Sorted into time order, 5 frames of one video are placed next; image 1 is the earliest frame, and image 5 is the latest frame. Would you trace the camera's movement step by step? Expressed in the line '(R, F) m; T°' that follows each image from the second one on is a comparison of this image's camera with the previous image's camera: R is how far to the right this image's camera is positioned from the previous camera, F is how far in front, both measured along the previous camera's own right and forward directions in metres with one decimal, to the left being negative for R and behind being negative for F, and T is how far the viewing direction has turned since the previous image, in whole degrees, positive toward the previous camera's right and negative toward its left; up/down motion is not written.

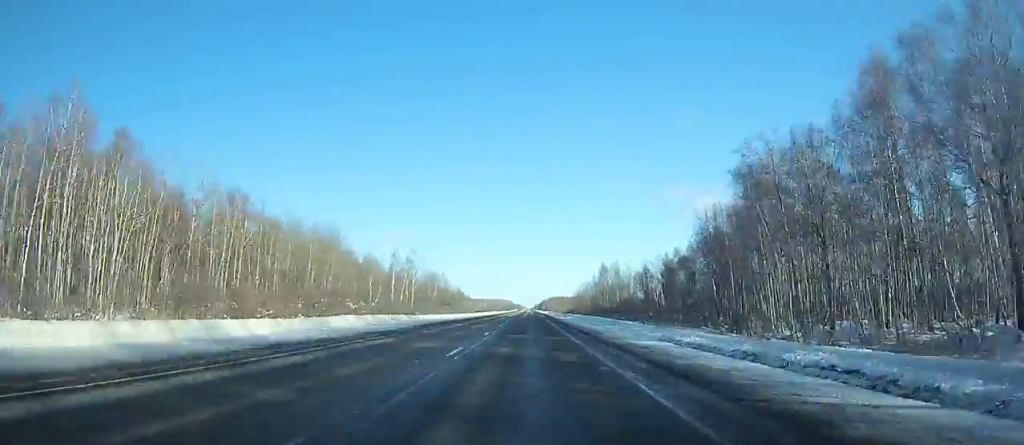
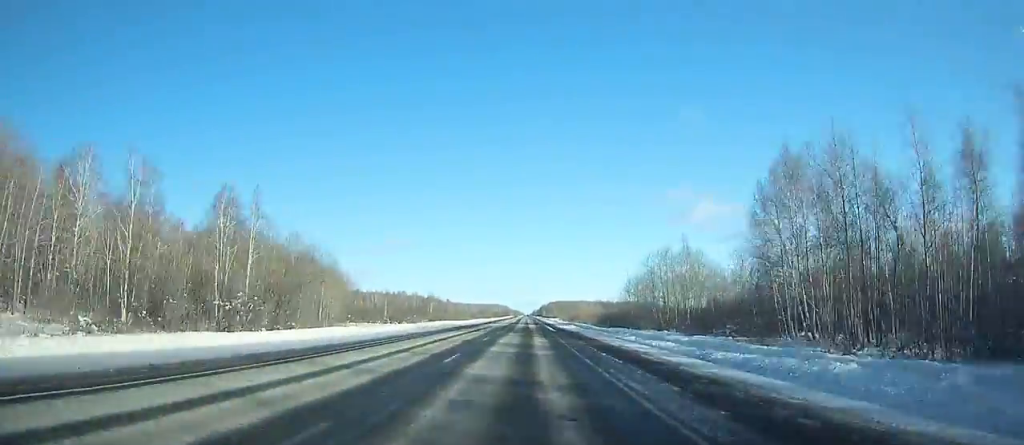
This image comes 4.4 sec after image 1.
(+0.1, +114.2) m; 0°
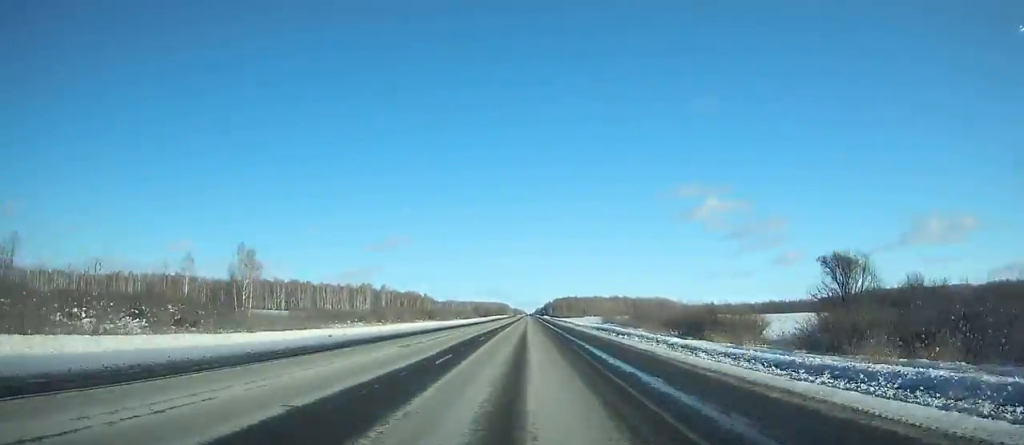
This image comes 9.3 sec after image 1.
(+0.1, +125.3) m; 0°
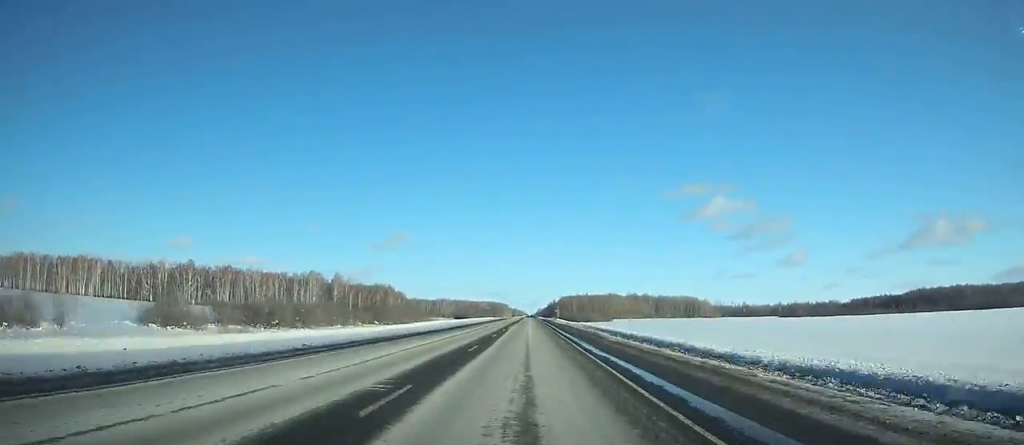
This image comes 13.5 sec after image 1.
(-0.3, +109.9) m; 0°
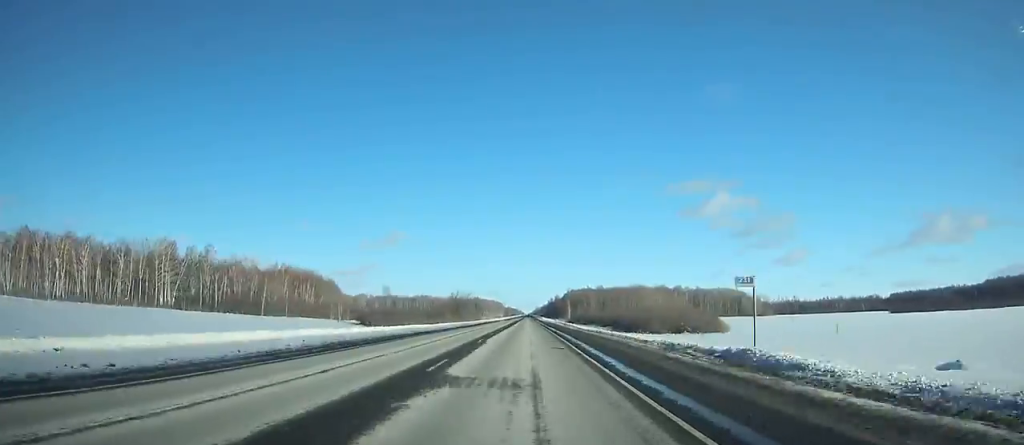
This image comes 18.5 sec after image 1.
(-0.5, +137.7) m; 0°
